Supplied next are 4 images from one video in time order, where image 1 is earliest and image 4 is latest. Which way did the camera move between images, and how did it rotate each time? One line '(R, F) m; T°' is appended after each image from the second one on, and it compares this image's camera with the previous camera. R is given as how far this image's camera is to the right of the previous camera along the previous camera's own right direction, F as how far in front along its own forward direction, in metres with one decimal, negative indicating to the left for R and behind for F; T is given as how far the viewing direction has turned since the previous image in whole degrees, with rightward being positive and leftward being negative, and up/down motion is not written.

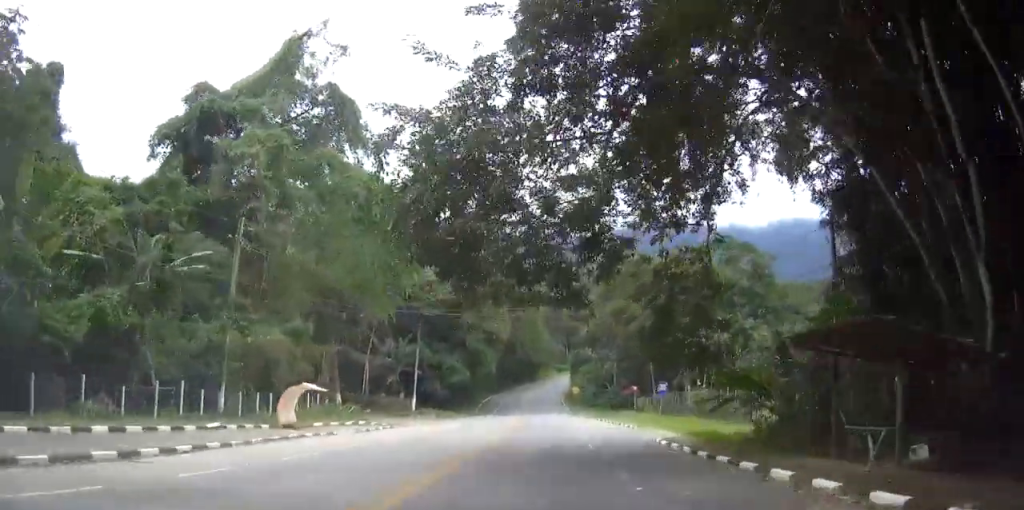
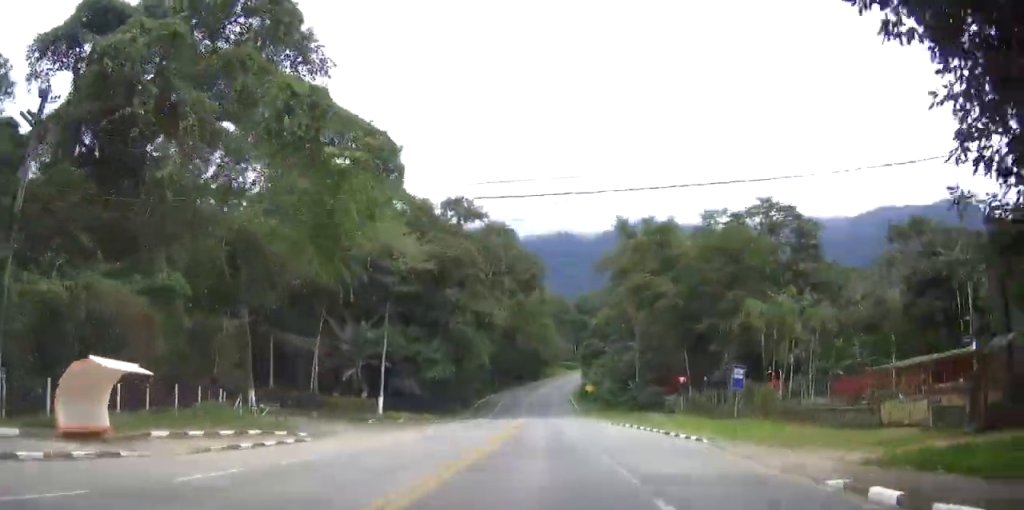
(+0.3, +17.8) m; +1°
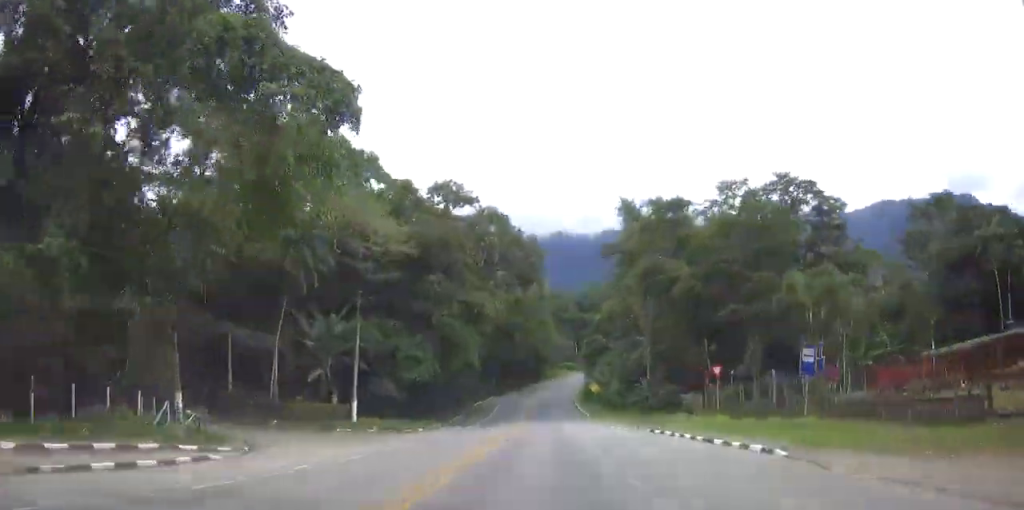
(0.0, +8.3) m; 0°
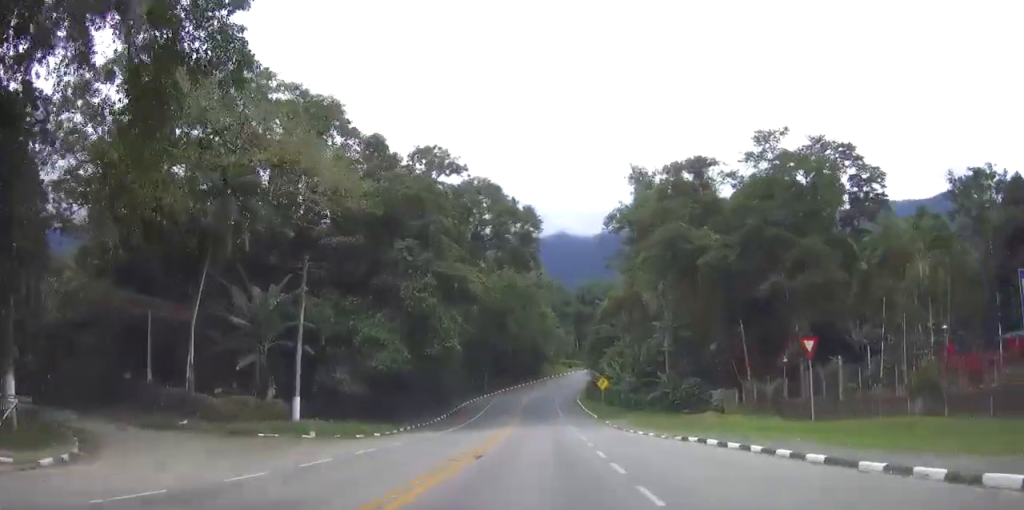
(0.0, +11.4) m; 0°
